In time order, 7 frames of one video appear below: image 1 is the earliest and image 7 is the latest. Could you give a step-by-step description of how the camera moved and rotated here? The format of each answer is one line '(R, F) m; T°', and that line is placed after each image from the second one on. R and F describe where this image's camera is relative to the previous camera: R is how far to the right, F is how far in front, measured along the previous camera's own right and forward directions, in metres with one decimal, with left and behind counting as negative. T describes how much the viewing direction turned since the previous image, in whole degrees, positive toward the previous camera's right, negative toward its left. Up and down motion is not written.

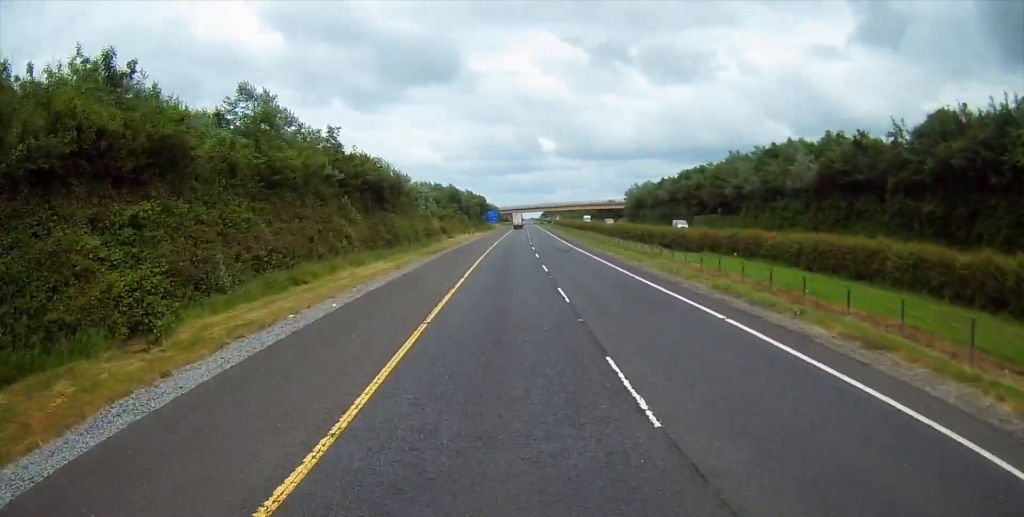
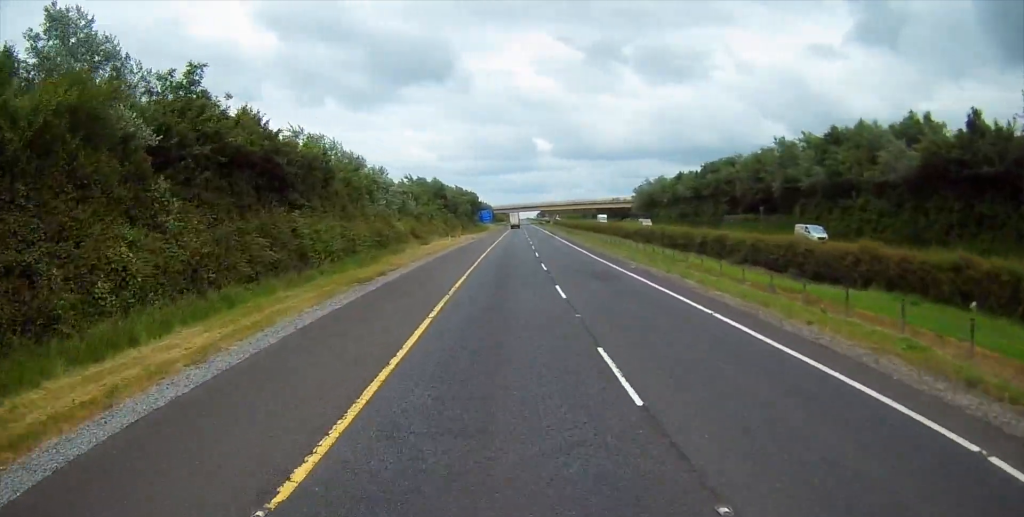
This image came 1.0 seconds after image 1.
(0.0, +23.4) m; +1°
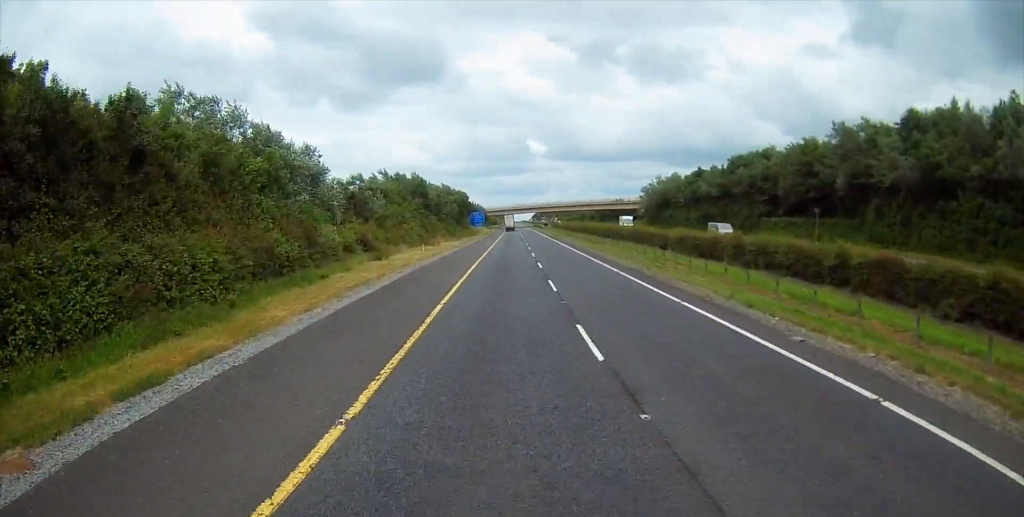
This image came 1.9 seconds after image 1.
(+0.1, +20.9) m; +1°
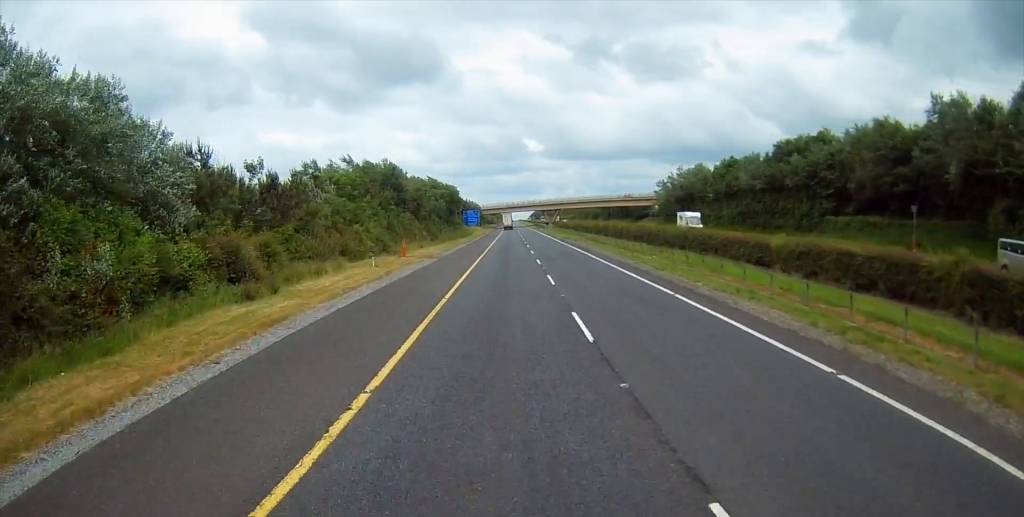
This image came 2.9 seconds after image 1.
(+0.3, +22.5) m; 0°
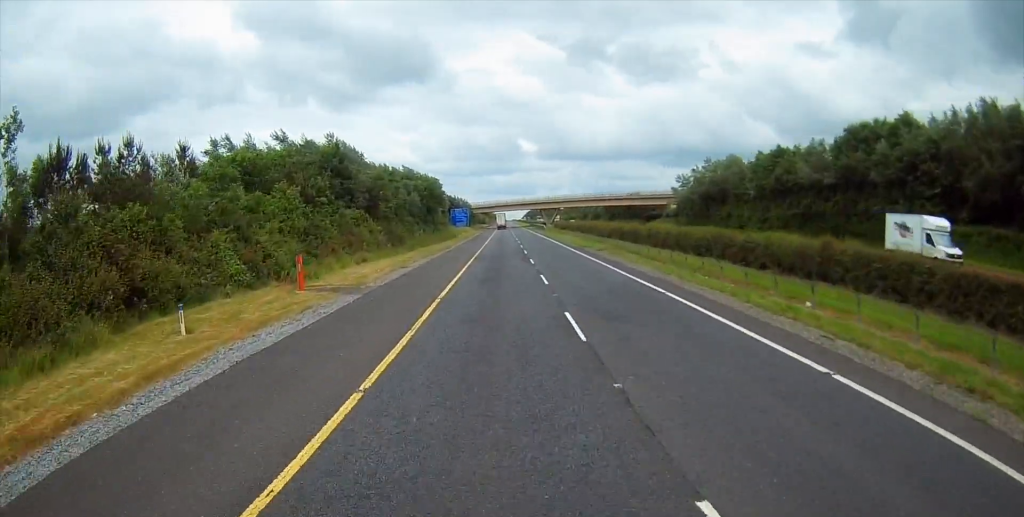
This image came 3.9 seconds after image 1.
(-0.3, +24.2) m; 0°
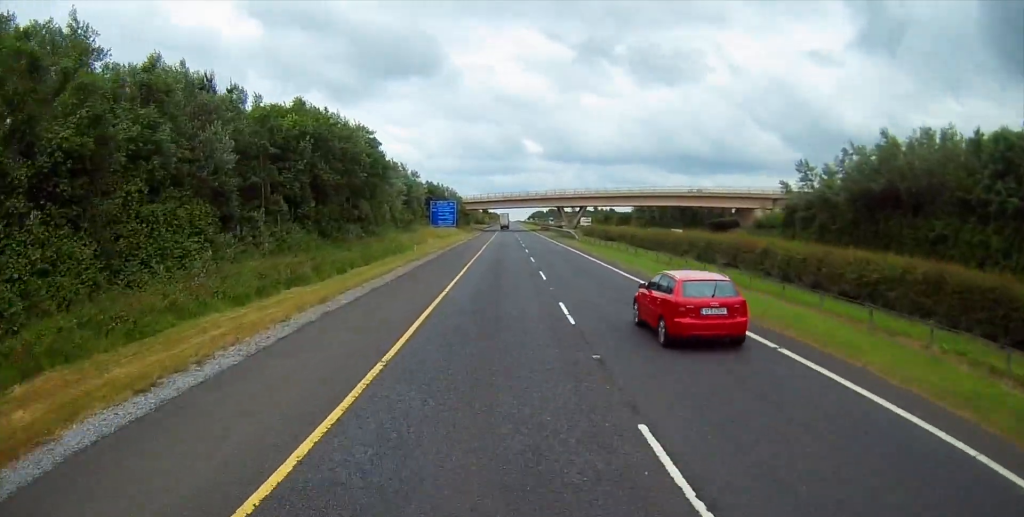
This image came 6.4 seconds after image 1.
(+0.9, +59.2) m; 0°
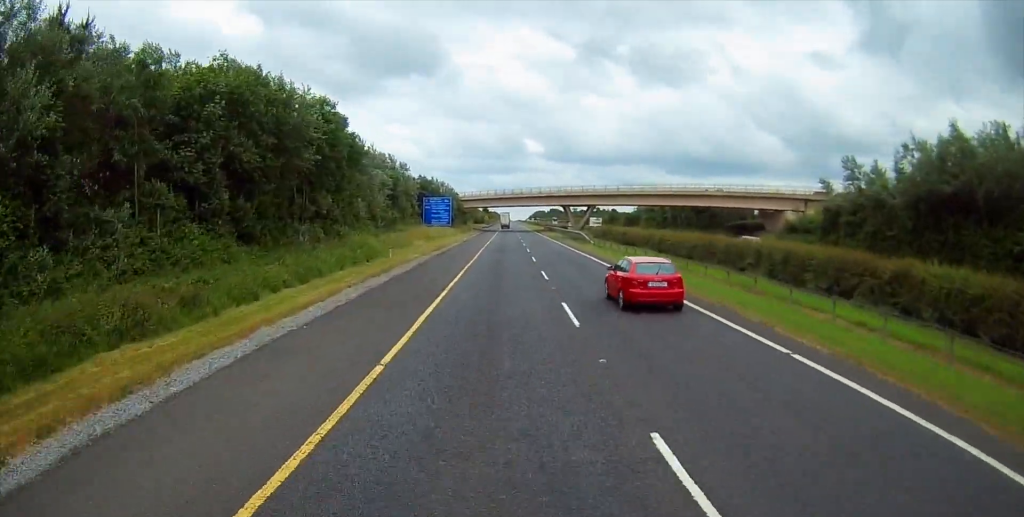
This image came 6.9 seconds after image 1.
(-0.1, +12.6) m; 0°
